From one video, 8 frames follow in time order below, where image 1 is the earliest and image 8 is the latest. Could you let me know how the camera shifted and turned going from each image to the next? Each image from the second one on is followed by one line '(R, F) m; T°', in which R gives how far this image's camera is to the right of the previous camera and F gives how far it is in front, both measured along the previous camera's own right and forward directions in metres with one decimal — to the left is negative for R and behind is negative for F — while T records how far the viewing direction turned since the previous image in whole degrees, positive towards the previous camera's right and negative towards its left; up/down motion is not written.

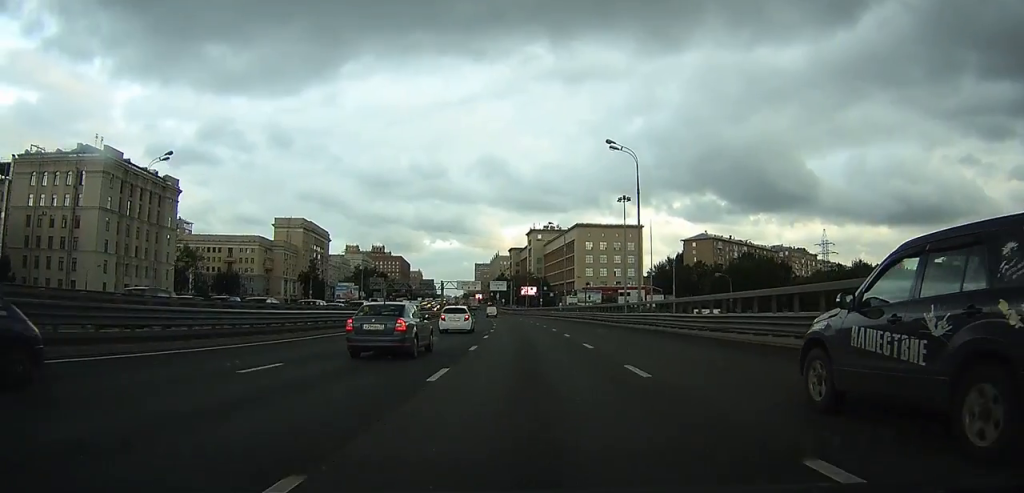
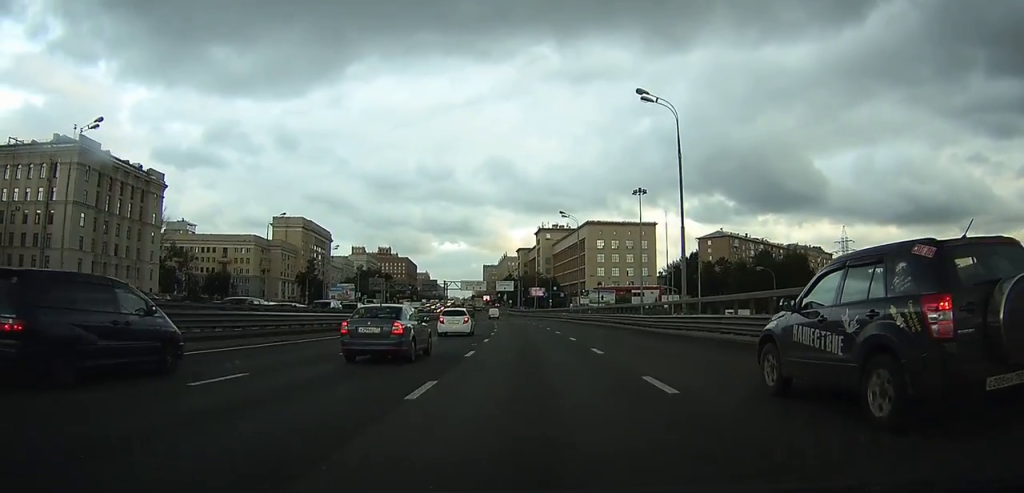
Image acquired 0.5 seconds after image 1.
(0.0, +10.1) m; -1°
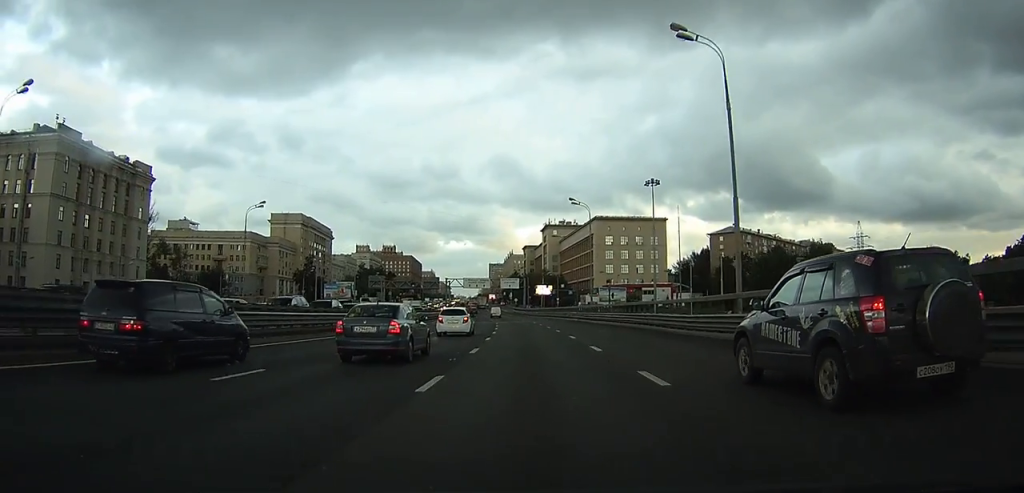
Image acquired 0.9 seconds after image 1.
(-0.1, +7.5) m; 0°
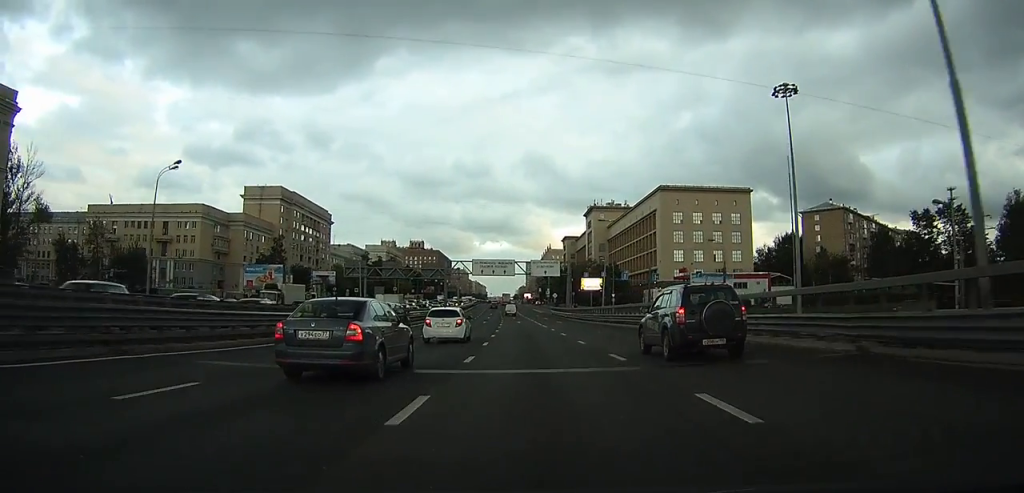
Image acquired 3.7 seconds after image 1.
(-1.4, +52.1) m; -3°
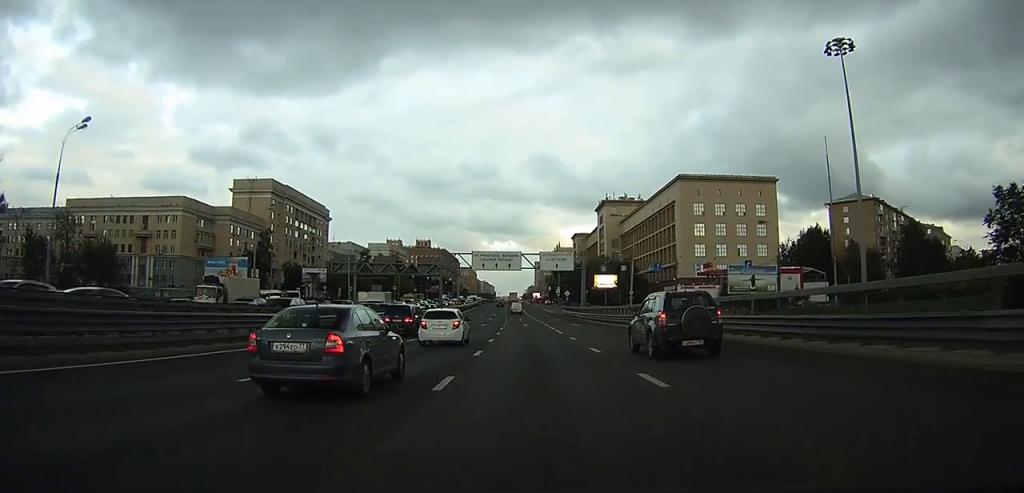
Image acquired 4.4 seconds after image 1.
(-0.1, +12.6) m; -1°
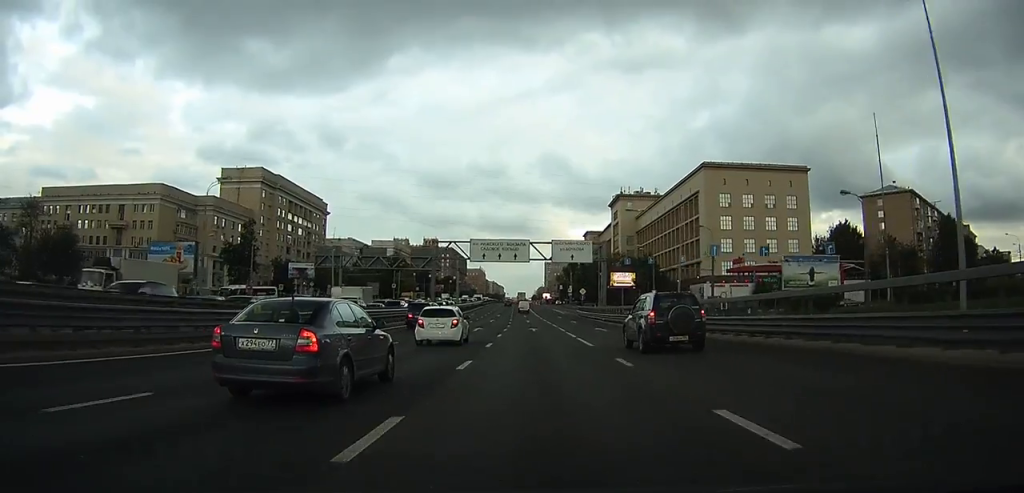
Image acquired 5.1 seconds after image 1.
(-0.1, +13.2) m; -1°
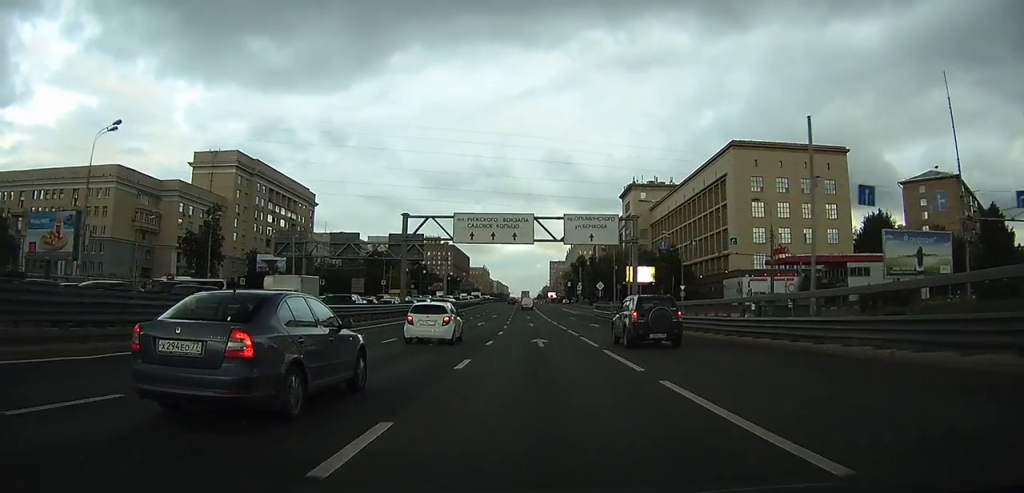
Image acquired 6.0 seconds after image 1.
(-0.1, +17.0) m; -1°
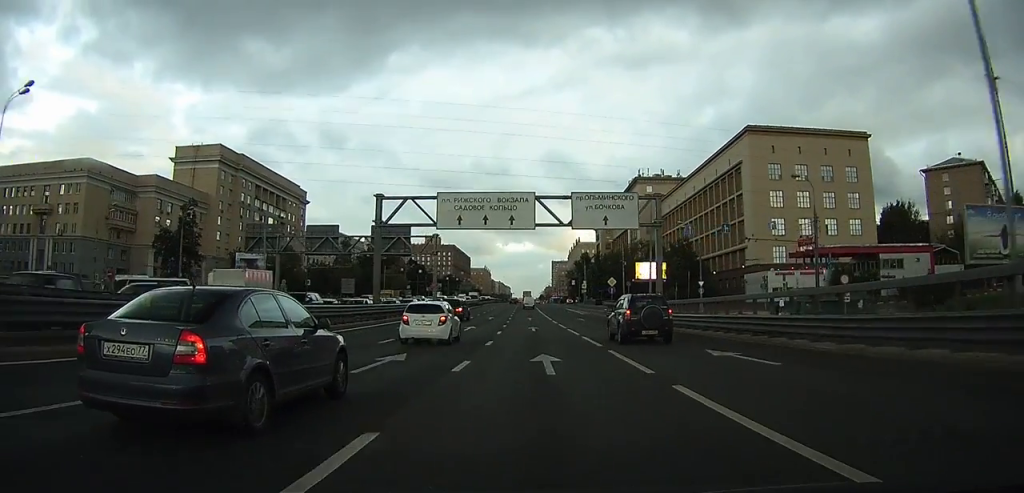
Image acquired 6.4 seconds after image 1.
(0.0, +8.8) m; 0°
